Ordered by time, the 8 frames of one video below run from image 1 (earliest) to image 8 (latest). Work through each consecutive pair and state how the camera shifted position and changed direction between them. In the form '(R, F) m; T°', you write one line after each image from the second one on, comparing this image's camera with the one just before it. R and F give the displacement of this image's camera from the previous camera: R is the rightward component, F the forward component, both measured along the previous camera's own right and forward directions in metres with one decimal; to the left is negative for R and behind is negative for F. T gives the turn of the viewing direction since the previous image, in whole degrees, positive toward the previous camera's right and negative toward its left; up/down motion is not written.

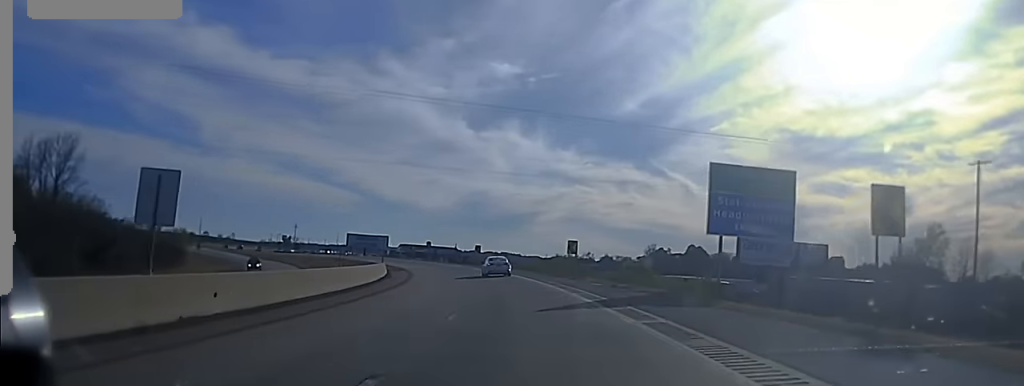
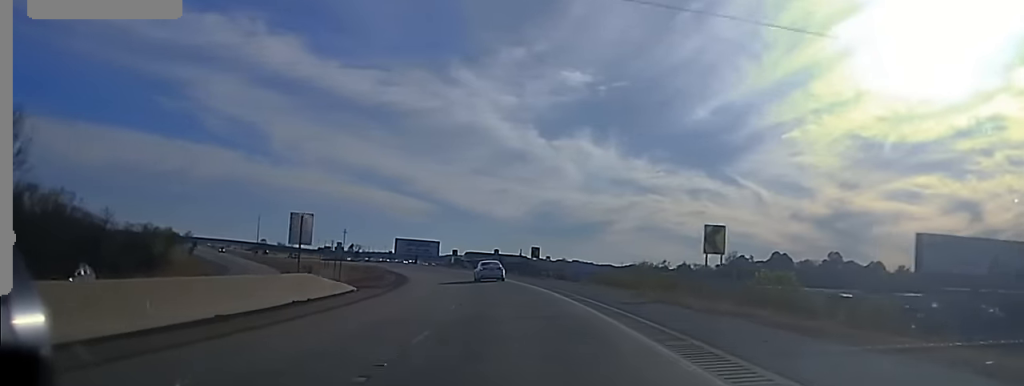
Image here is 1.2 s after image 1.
(-1.6, +41.4) m; -5°
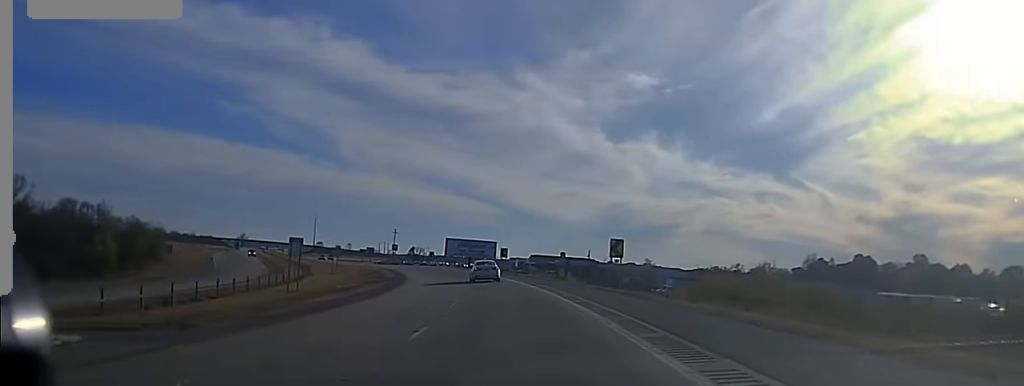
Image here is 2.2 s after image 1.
(-1.5, +35.5) m; -4°
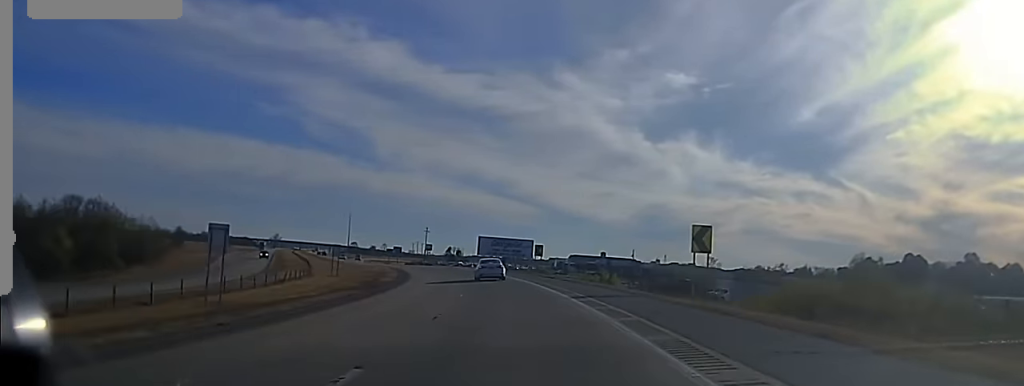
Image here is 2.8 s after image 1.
(-0.4, +19.4) m; -2°
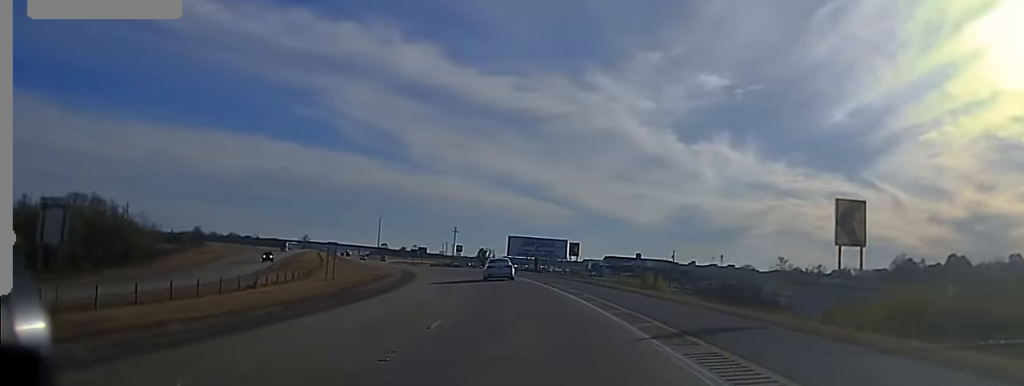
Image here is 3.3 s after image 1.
(-0.2, +16.0) m; -2°
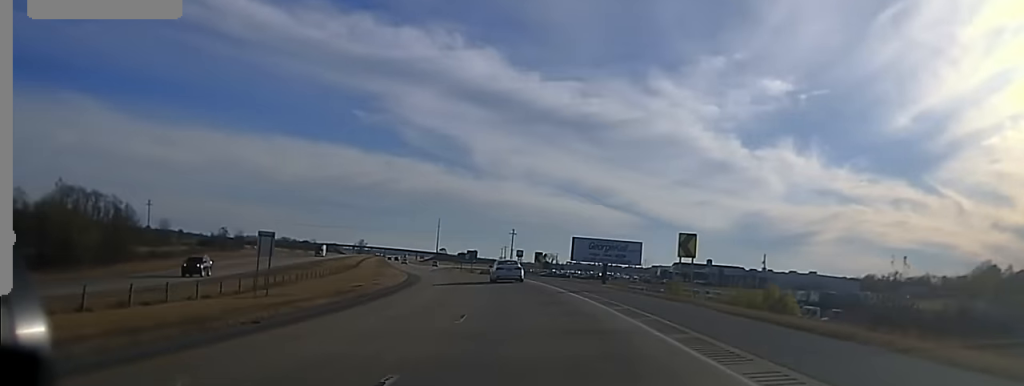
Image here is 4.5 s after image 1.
(-1.1, +34.7) m; -5°
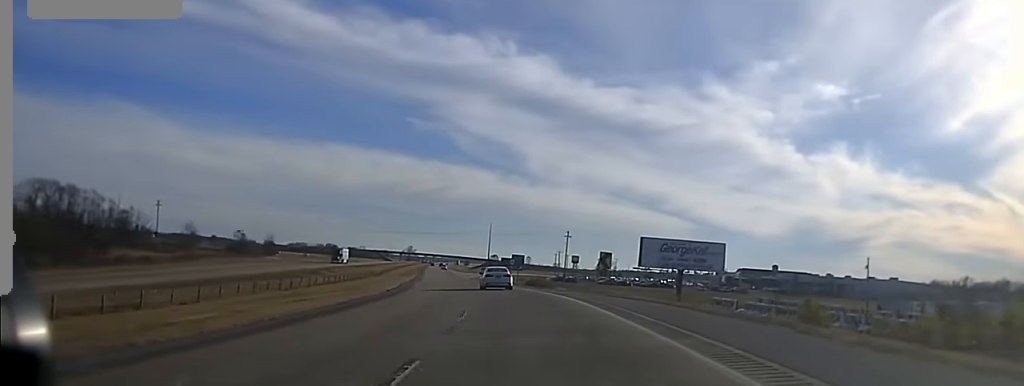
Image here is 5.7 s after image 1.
(-1.8, +35.1) m; -5°
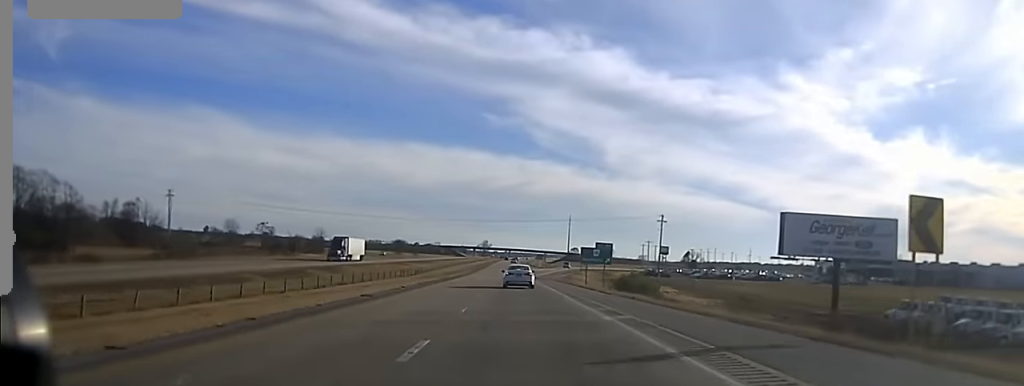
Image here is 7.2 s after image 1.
(-2.3, +44.7) m; -5°
